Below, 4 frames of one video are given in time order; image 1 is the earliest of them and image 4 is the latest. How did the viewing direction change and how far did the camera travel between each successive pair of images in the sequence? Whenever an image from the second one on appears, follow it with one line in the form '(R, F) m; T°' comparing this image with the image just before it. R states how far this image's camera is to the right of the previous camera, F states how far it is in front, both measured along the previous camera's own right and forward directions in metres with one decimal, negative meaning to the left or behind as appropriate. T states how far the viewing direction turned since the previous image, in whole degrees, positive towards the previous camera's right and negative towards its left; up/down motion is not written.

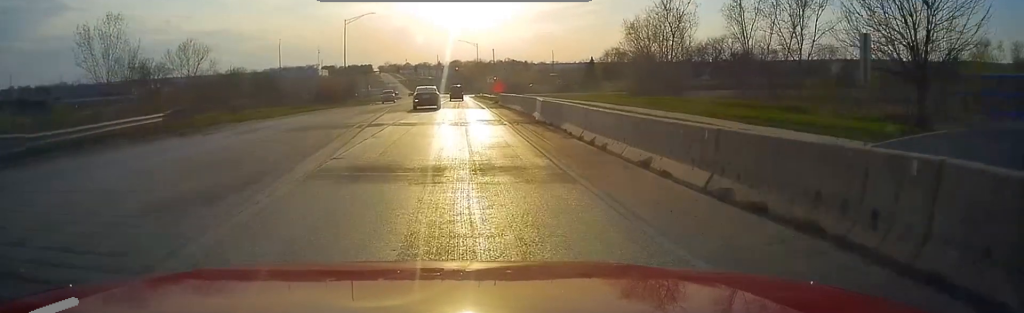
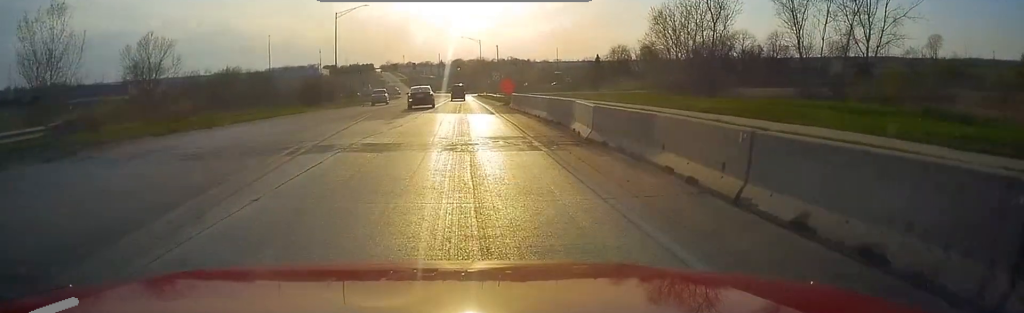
(+0.1, +8.8) m; +1°
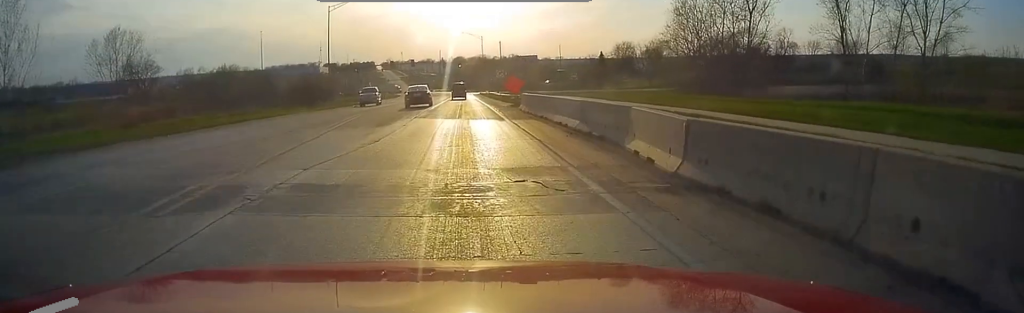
(0.0, +6.0) m; 0°
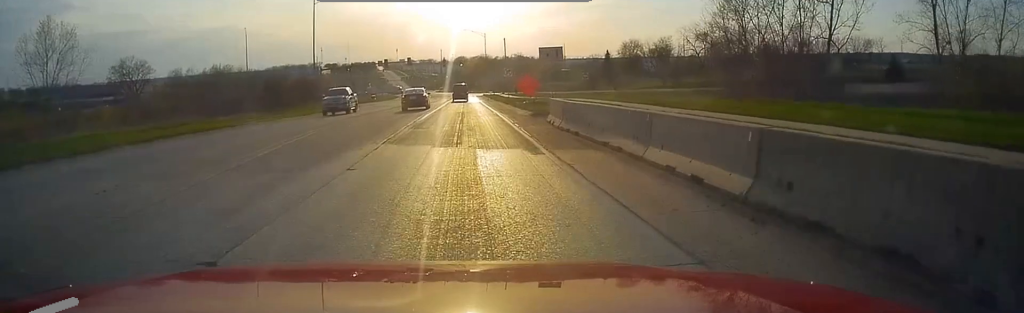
(0.0, +9.9) m; 0°
